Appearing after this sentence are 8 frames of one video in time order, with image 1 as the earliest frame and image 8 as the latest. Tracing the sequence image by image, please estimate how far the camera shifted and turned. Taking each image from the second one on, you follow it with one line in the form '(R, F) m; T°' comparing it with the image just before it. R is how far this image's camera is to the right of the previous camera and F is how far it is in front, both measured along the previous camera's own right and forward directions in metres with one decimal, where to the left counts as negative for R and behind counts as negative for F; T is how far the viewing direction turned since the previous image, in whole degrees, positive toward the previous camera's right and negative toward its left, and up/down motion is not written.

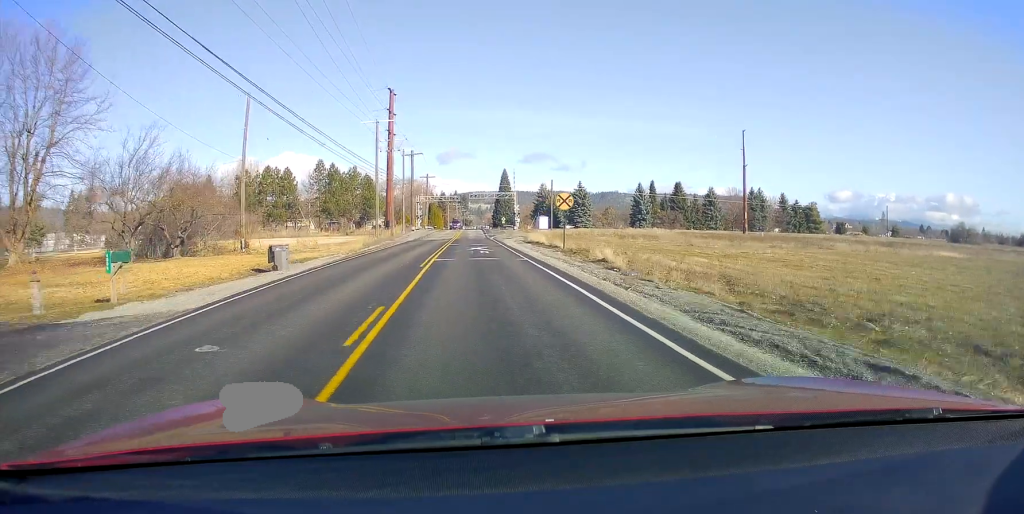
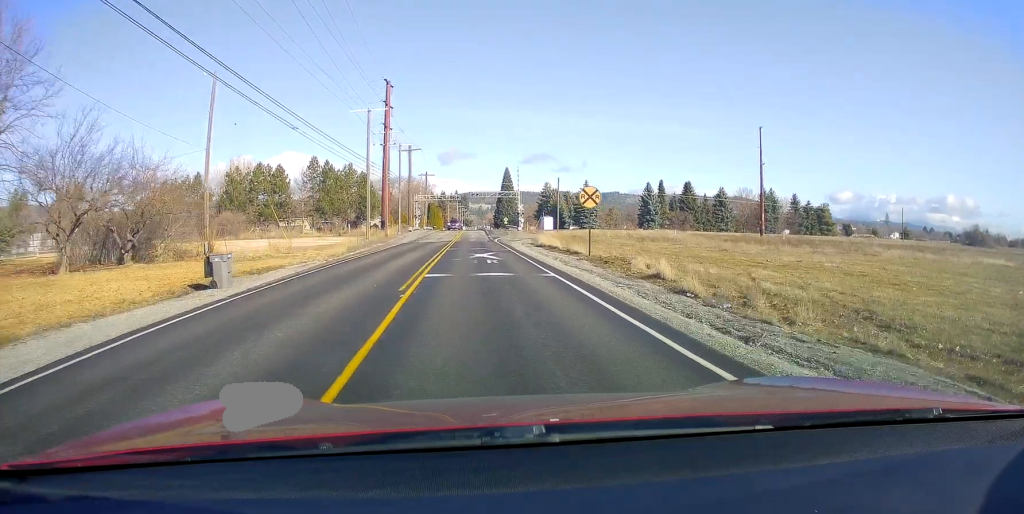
(+0.2, +7.0) m; +1°
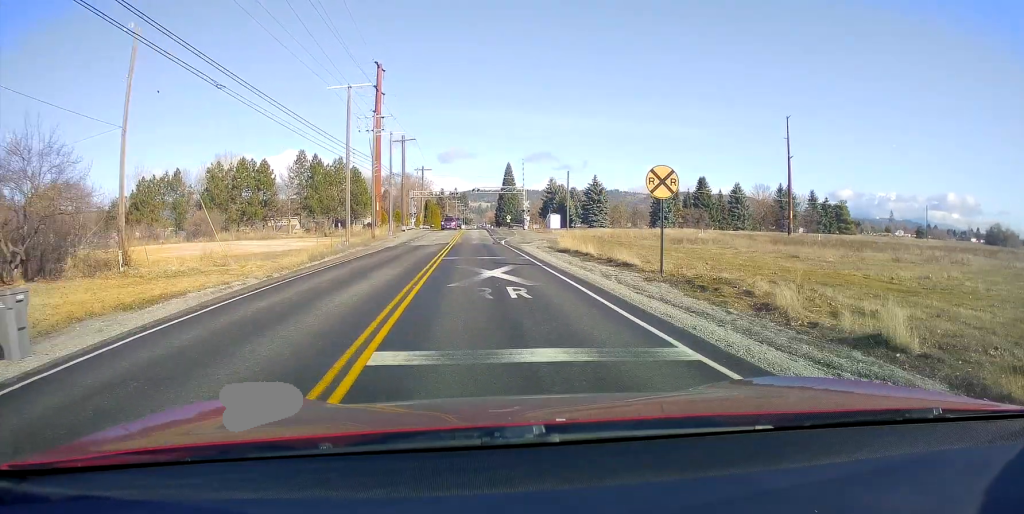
(-0.2, +9.7) m; 0°
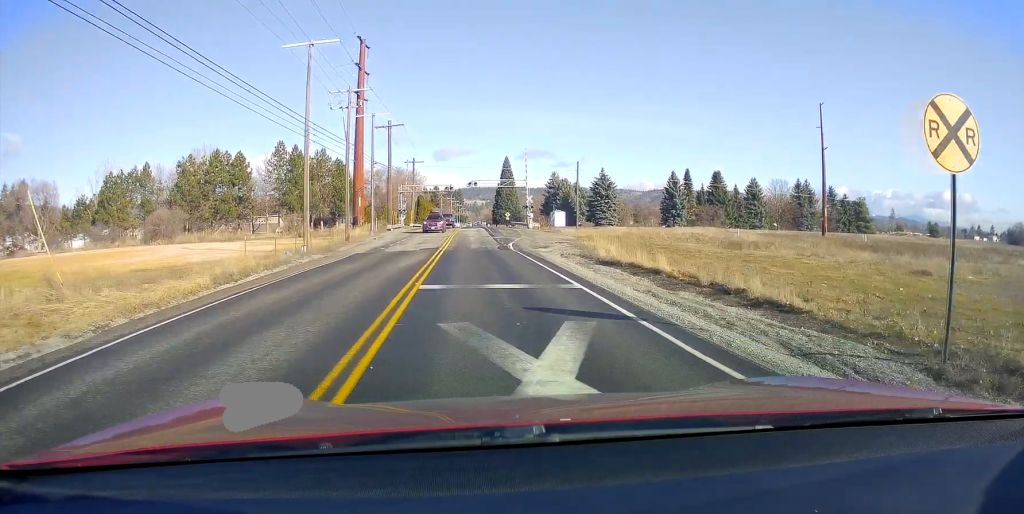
(0.0, +11.2) m; 0°
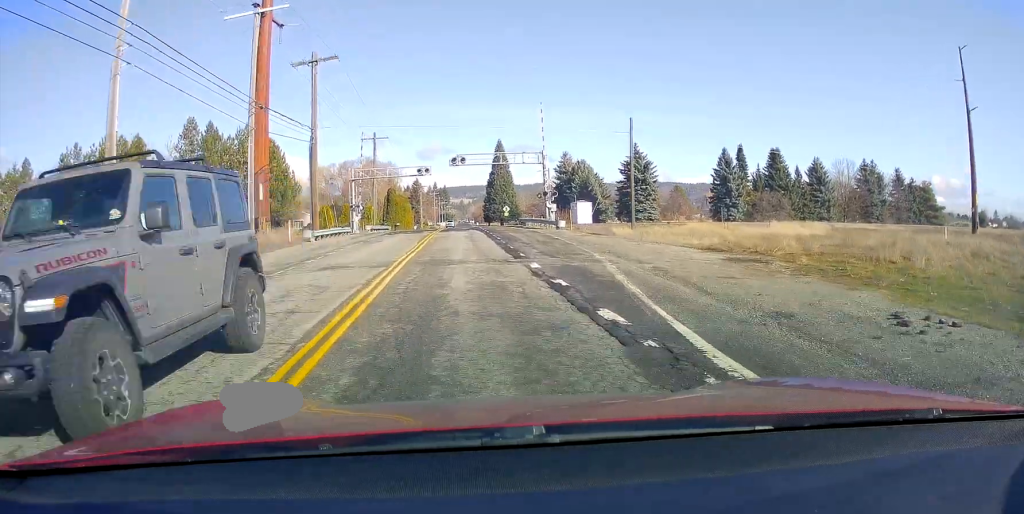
(+0.5, +32.7) m; +1°
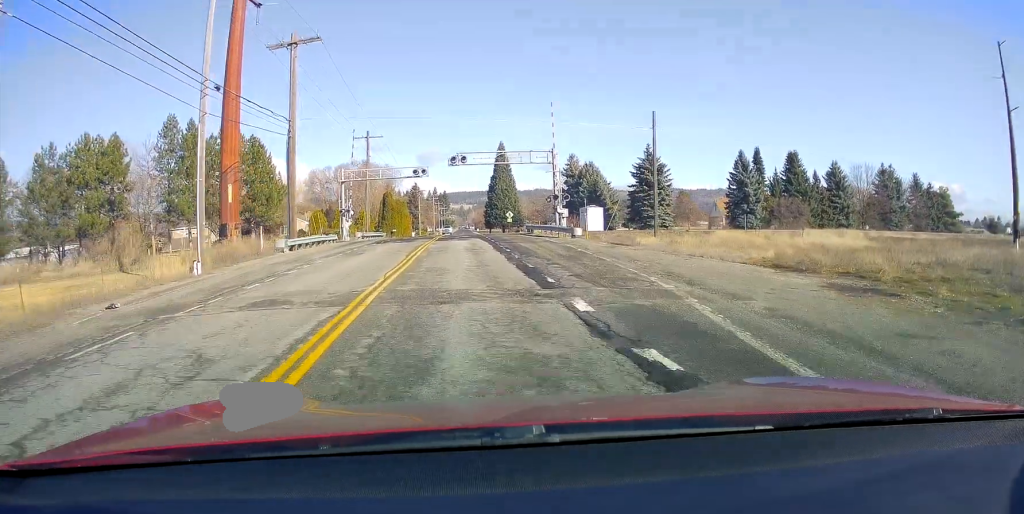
(0.0, +5.9) m; 0°
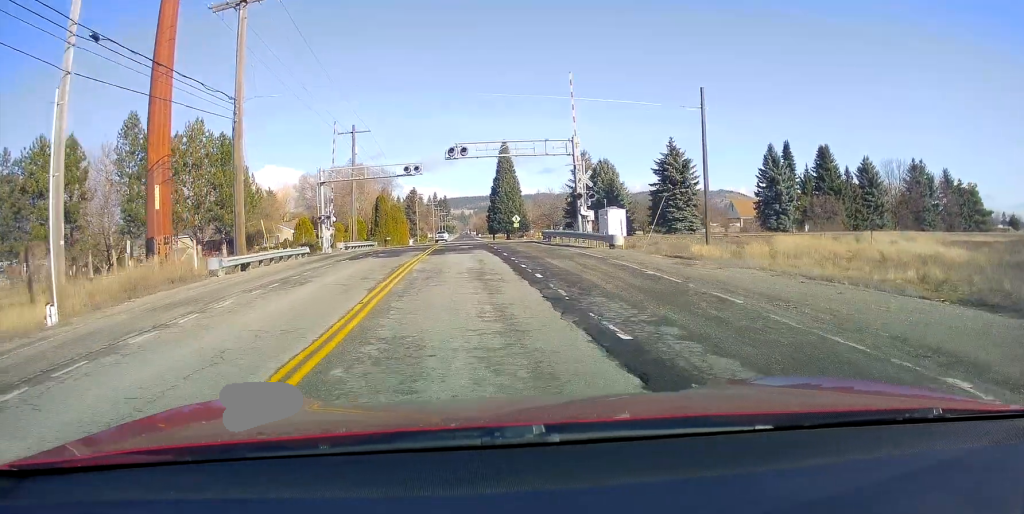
(0.0, +9.4) m; 0°
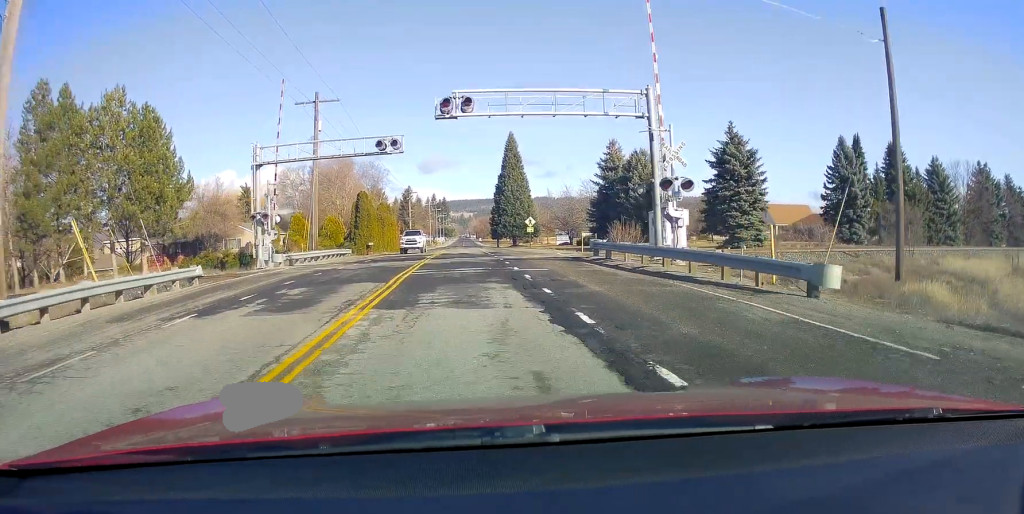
(0.0, +15.5) m; 0°
